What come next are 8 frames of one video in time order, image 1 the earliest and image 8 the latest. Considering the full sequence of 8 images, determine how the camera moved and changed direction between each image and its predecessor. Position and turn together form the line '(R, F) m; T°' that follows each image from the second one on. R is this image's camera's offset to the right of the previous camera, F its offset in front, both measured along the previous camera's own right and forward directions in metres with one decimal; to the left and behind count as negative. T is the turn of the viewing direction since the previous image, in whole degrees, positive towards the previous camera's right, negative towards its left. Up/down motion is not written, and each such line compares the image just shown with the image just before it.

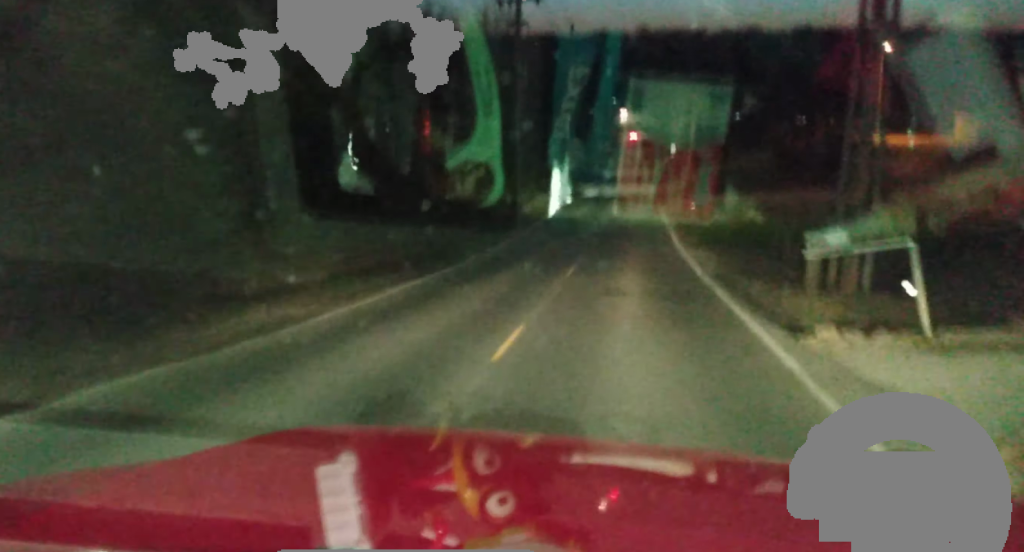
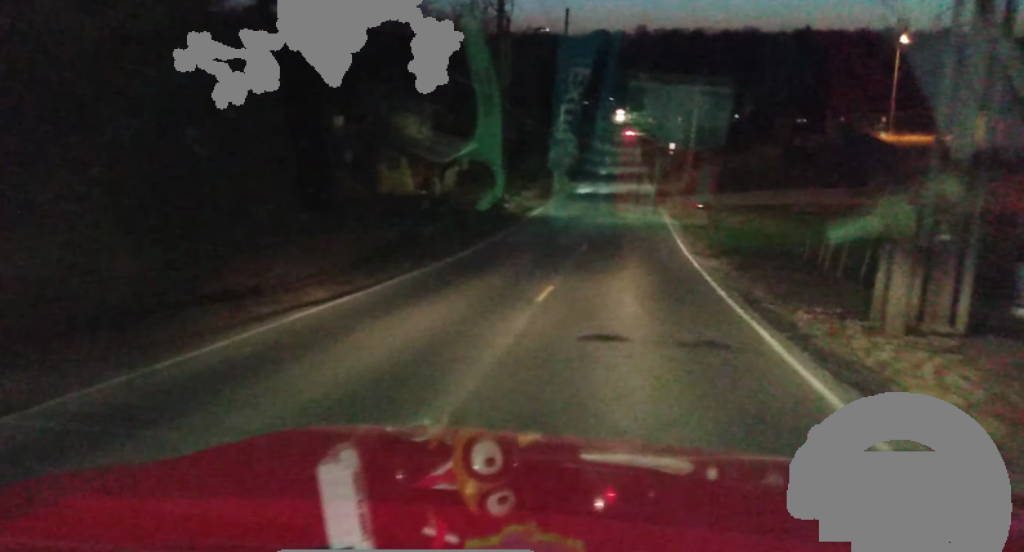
(-0.3, +6.8) m; +2°
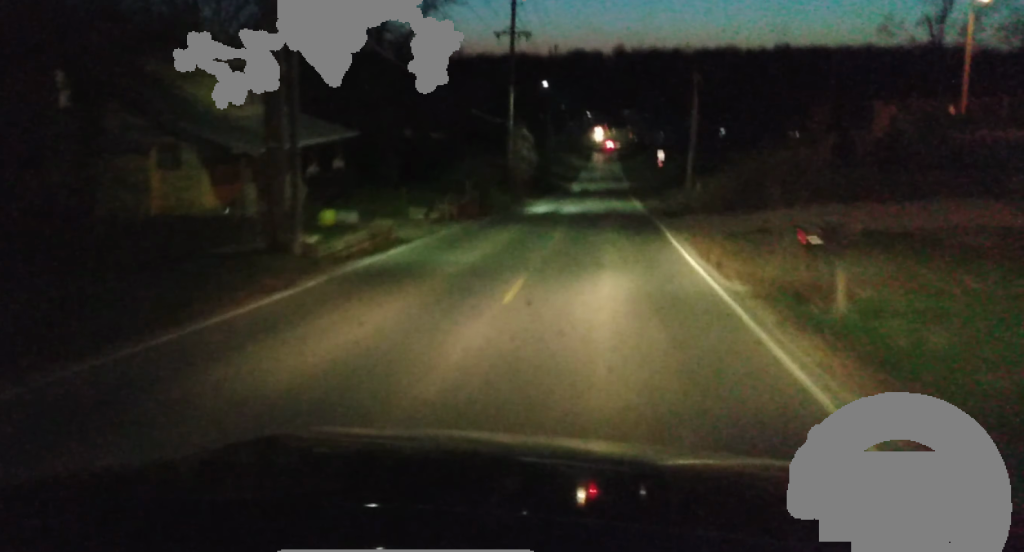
(+0.7, +27.1) m; -2°
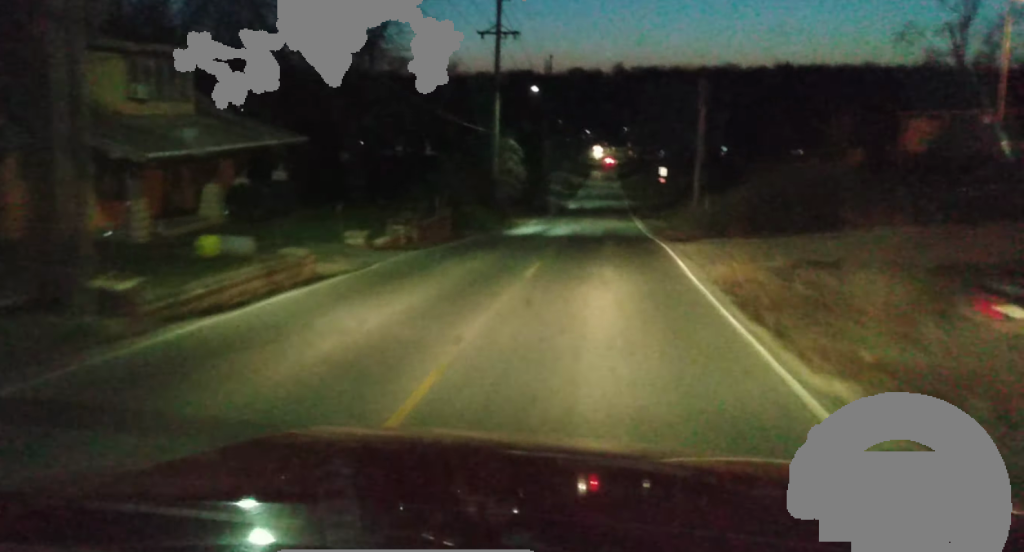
(-0.1, +7.1) m; -1°
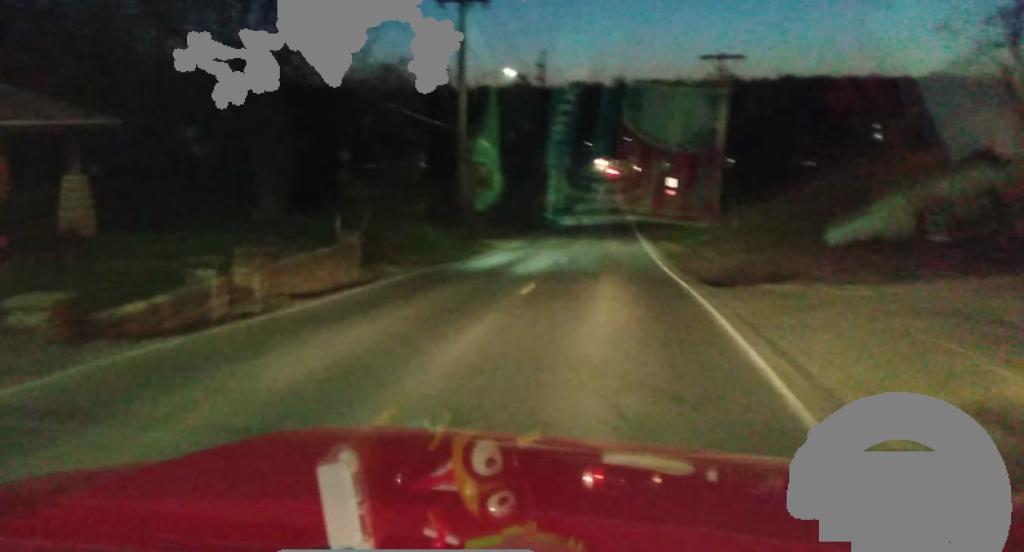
(-0.1, +12.9) m; 0°
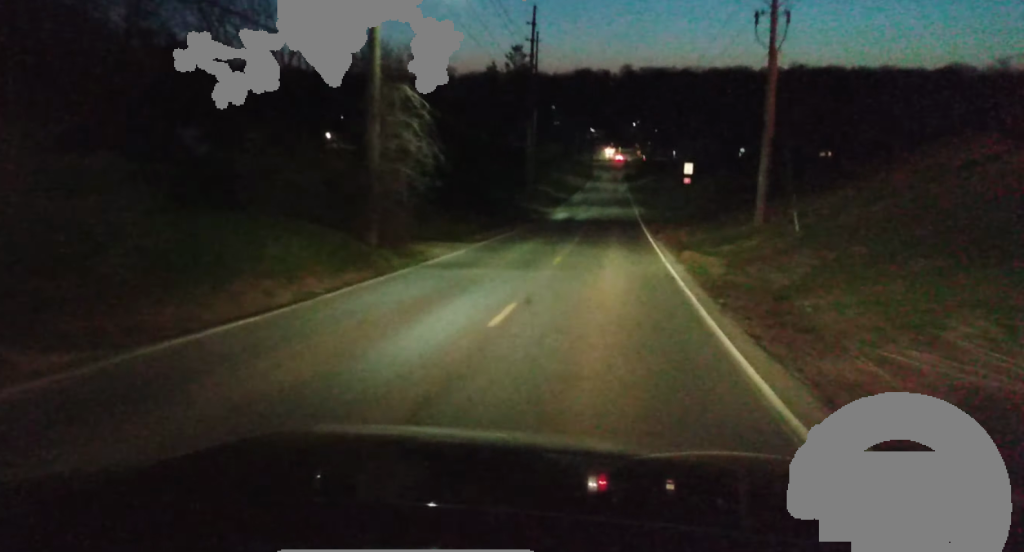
(+0.1, +16.1) m; +2°
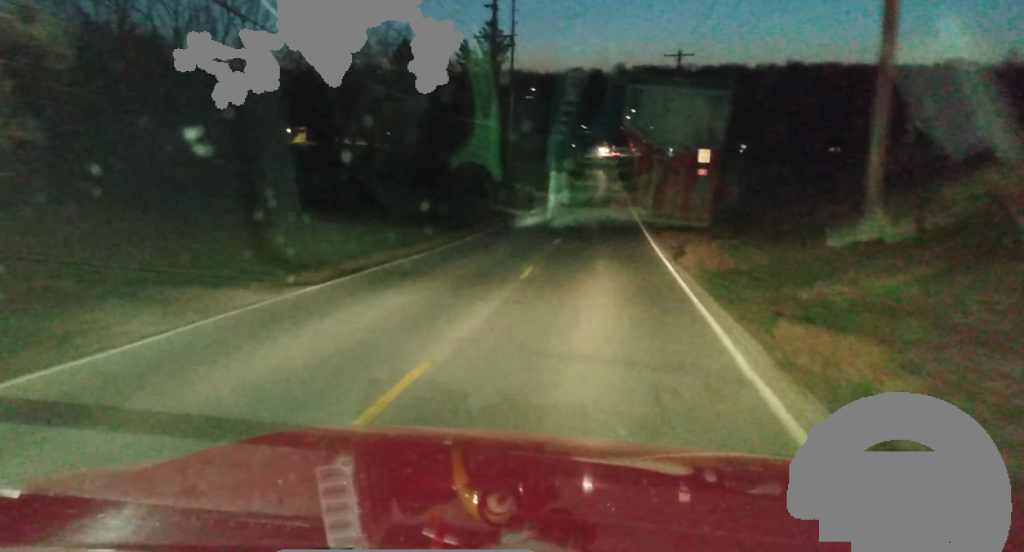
(+0.7, +17.9) m; +2°
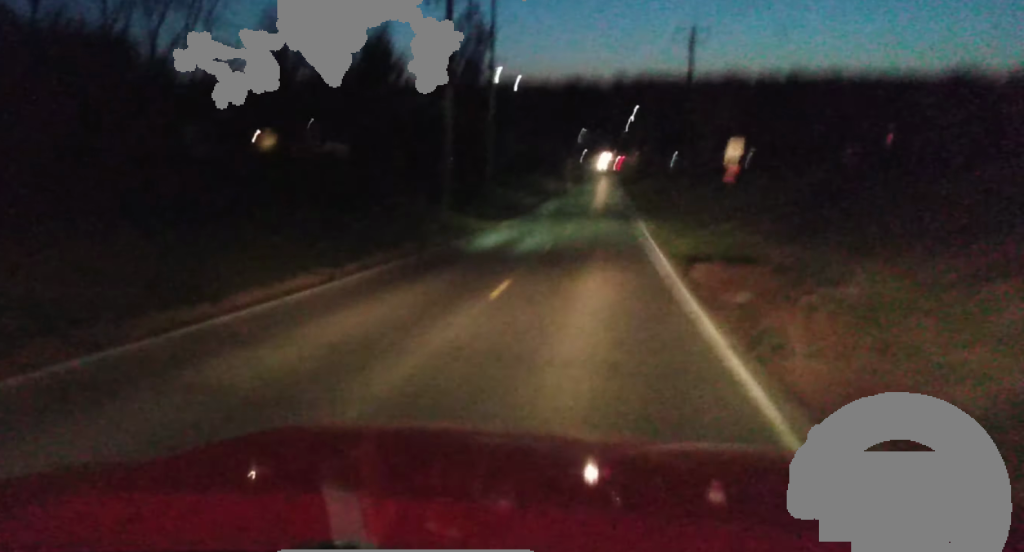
(-0.3, +14.1) m; -3°
